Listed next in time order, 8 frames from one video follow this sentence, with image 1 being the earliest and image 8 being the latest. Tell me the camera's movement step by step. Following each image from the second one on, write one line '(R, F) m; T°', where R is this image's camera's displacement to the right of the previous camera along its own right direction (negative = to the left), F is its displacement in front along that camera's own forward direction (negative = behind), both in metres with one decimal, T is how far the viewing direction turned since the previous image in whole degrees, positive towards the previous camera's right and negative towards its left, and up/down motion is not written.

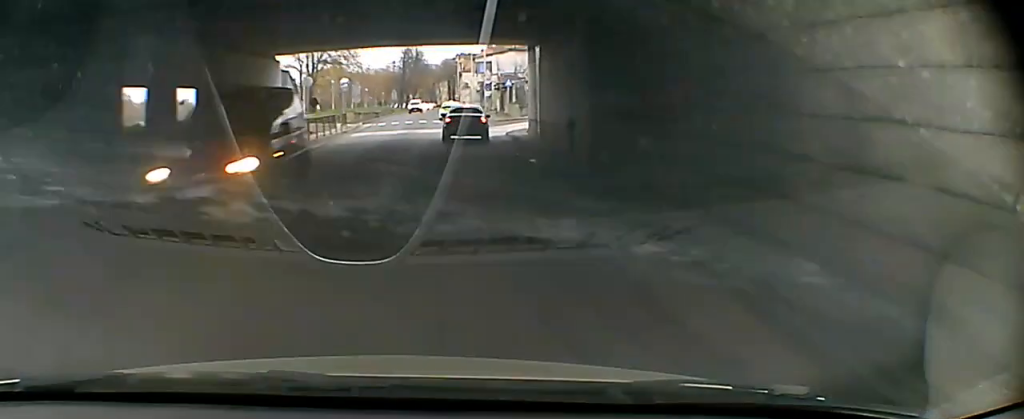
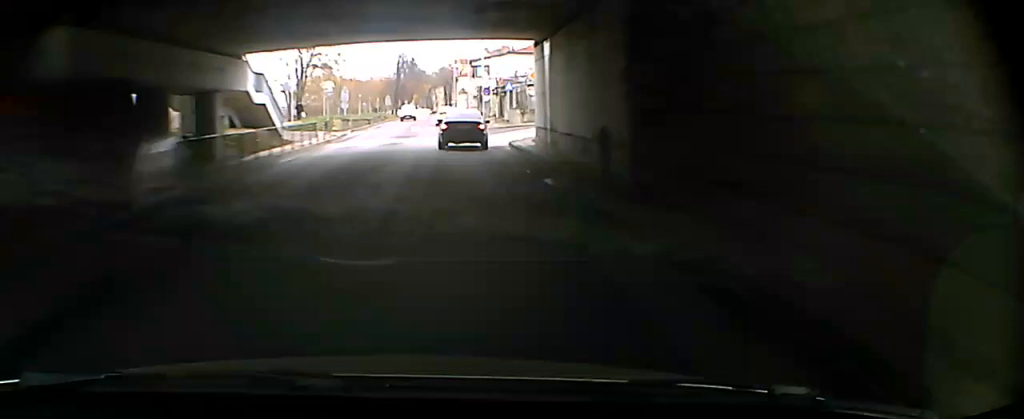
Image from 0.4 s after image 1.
(-0.1, +4.0) m; +1°
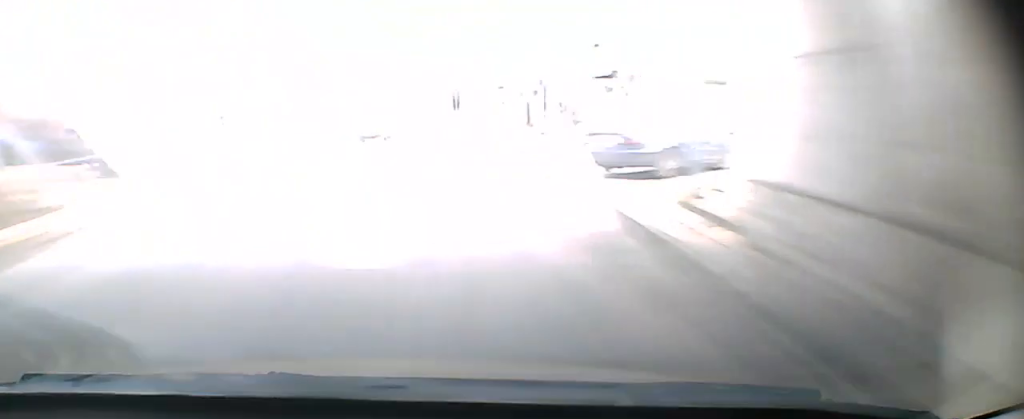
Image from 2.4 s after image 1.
(+1.3, +19.4) m; +4°
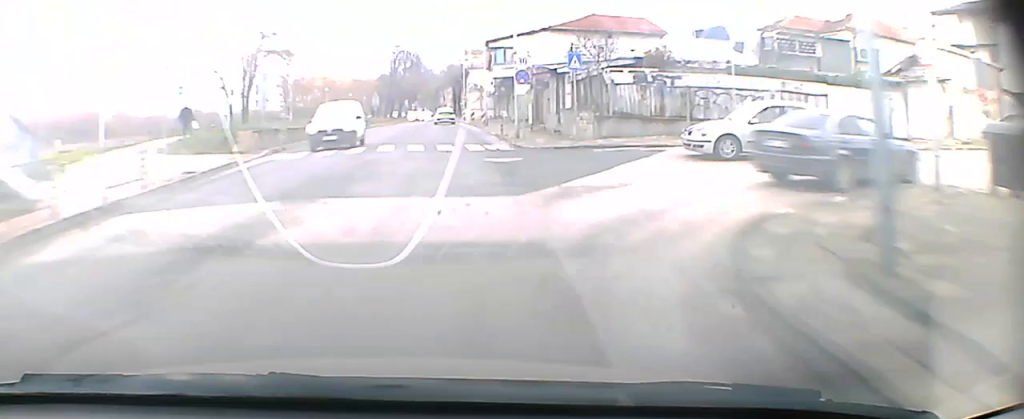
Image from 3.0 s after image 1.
(0.0, +5.4) m; +1°
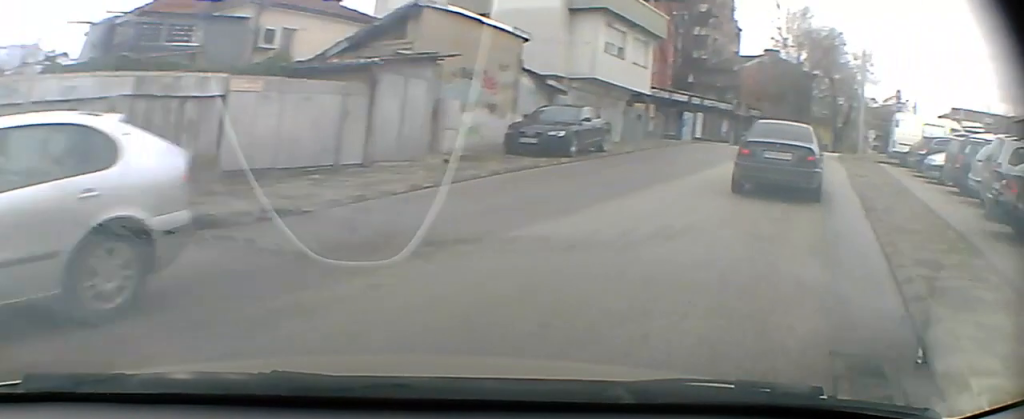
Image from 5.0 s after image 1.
(+3.1, +15.3) m; +46°
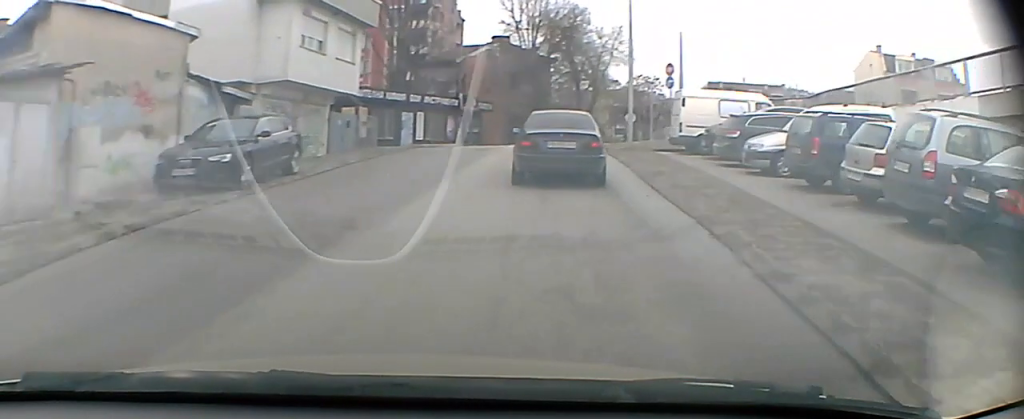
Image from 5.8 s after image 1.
(+1.6, +5.6) m; +28°
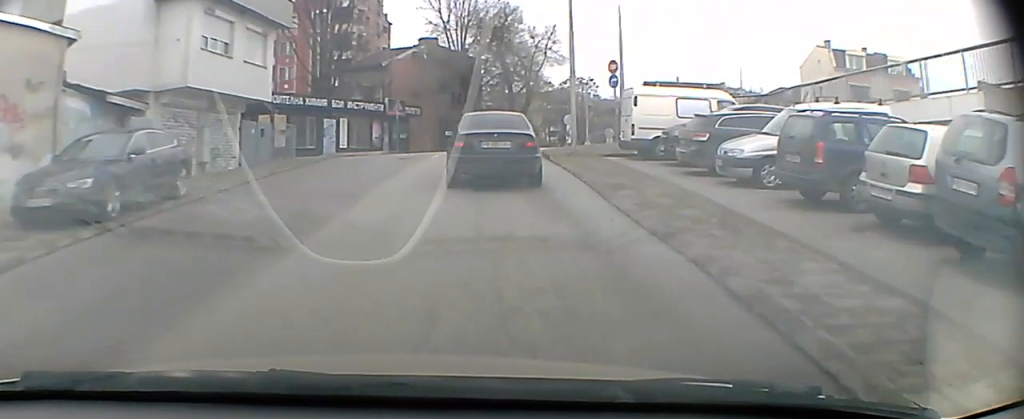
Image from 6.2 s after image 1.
(+1.0, +2.8) m; +7°
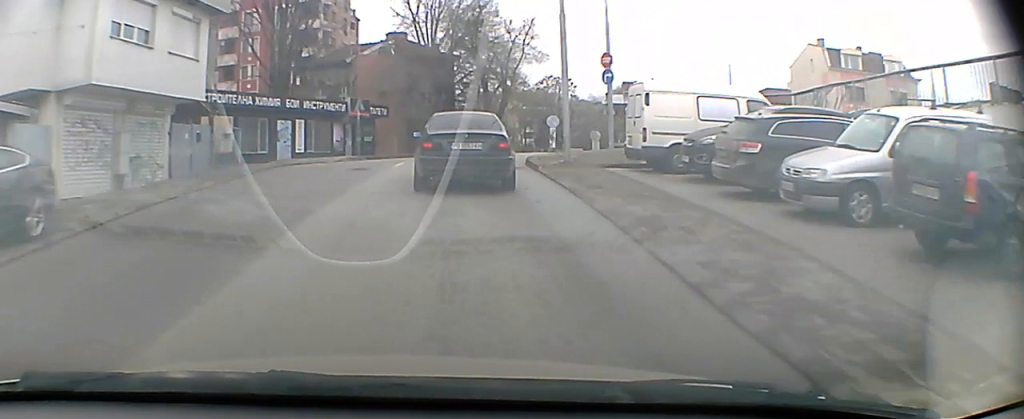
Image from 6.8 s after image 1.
(+0.4, +4.3) m; +4°
